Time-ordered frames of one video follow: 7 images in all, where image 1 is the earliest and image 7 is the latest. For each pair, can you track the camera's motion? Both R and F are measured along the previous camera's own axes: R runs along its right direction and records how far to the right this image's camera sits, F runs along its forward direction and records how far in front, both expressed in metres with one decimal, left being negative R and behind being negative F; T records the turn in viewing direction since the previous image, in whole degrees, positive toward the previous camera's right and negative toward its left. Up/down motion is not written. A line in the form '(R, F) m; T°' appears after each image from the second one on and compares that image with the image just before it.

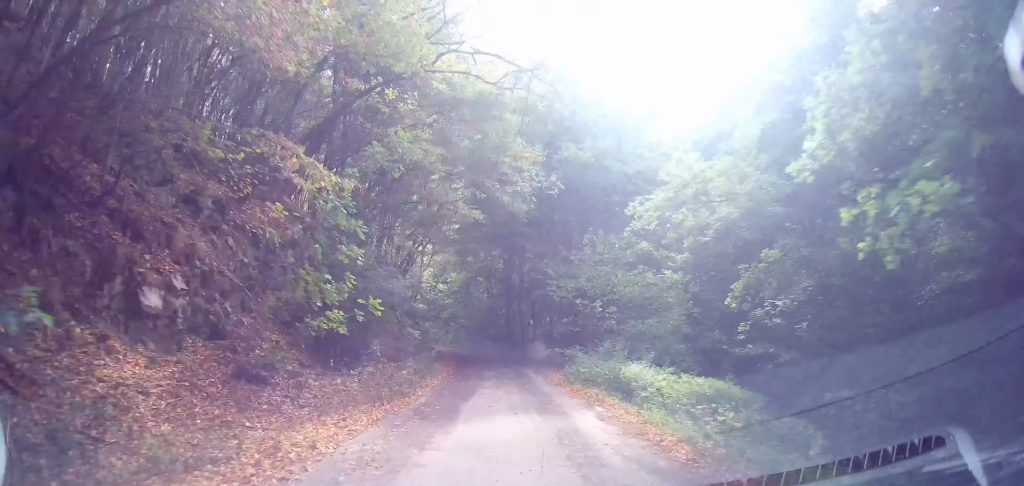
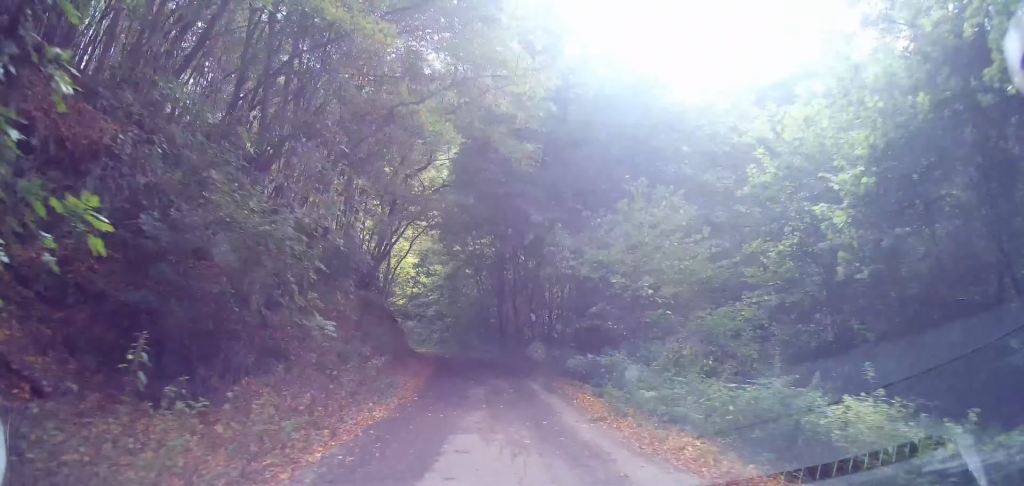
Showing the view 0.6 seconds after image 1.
(-0.3, +6.2) m; +1°
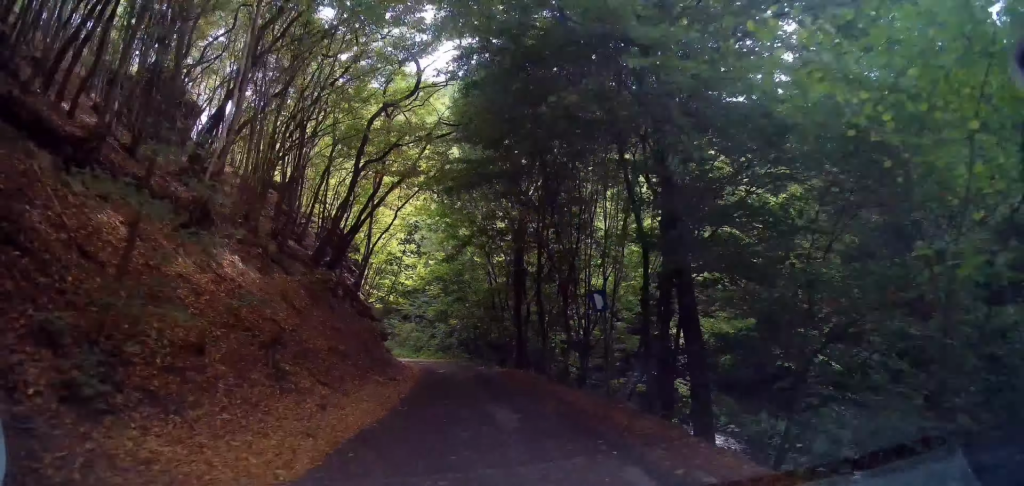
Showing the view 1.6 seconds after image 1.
(+0.6, +10.6) m; +5°
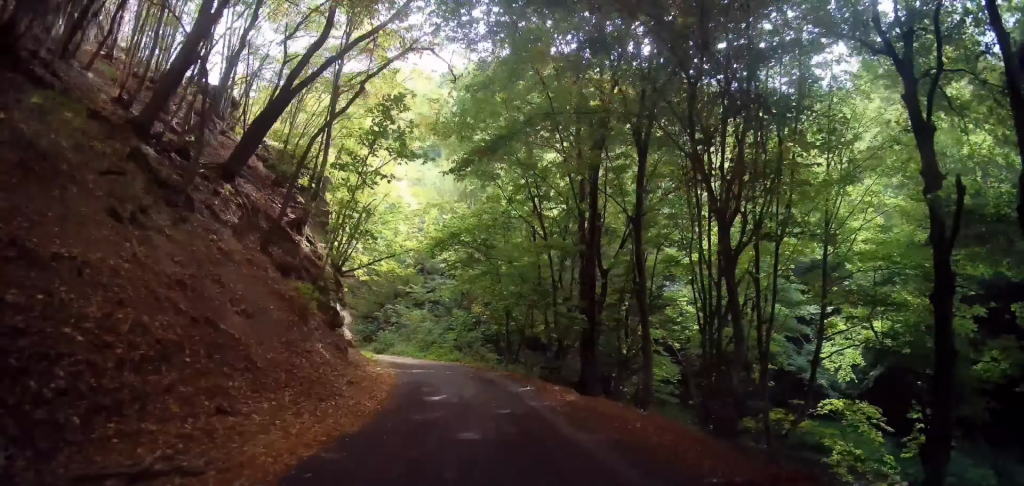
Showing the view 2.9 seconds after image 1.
(+0.2, +14.1) m; -3°
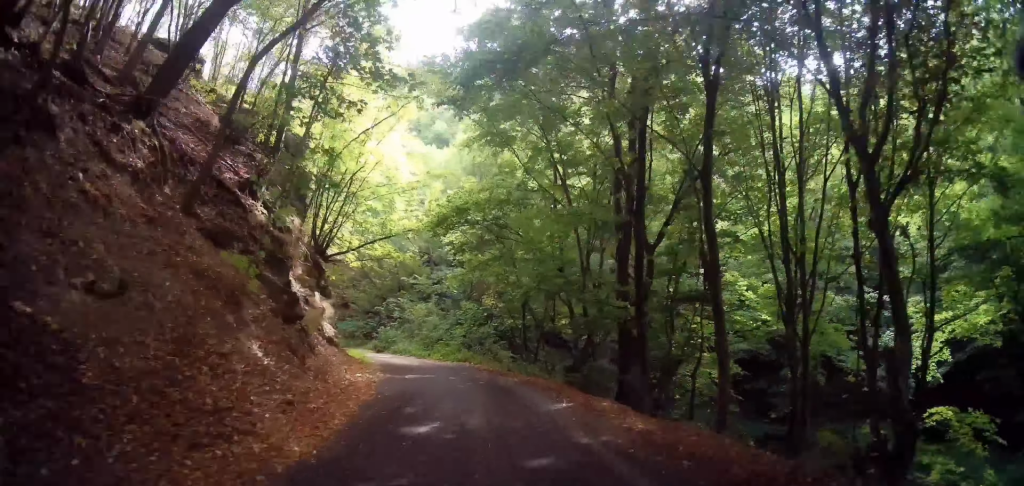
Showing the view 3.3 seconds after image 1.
(-0.3, +4.3) m; -1°
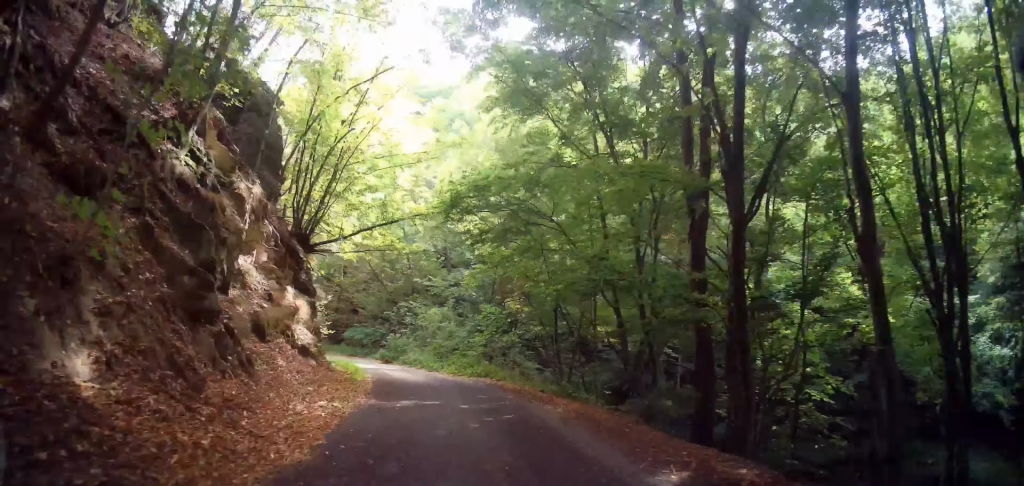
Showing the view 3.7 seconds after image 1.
(-0.2, +4.7) m; -1°
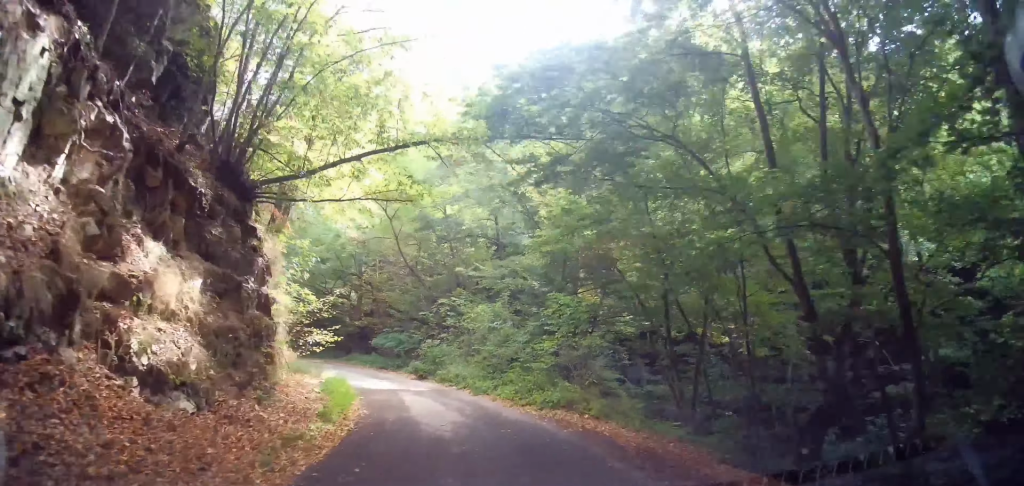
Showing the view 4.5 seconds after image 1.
(+0.2, +8.3) m; -3°
